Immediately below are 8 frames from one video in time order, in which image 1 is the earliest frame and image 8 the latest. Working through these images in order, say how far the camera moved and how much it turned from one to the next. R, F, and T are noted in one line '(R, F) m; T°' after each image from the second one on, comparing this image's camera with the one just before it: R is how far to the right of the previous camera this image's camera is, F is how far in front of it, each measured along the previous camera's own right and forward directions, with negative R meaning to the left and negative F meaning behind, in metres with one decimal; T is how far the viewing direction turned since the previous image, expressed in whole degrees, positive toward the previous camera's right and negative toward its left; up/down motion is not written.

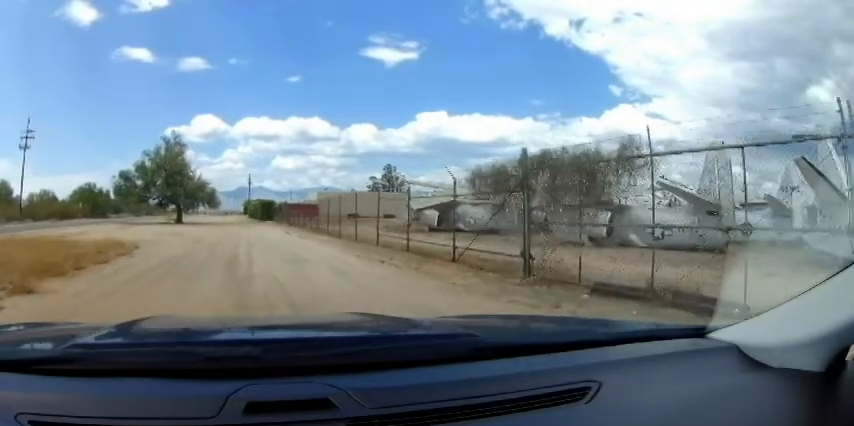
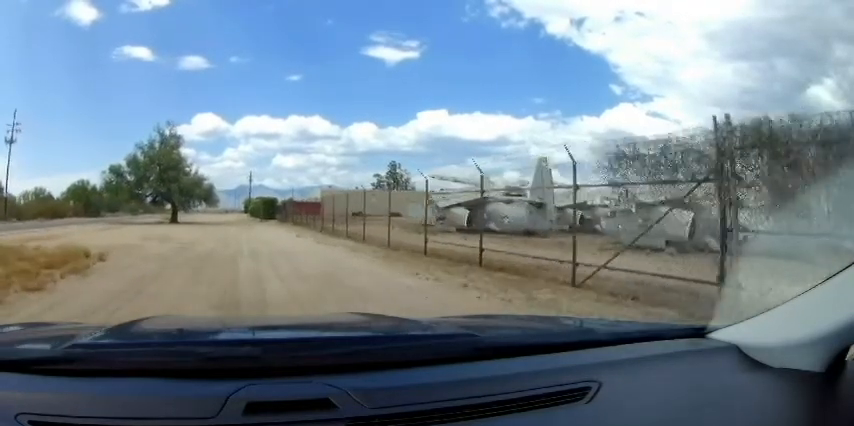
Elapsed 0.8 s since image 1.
(0.0, +2.6) m; 0°
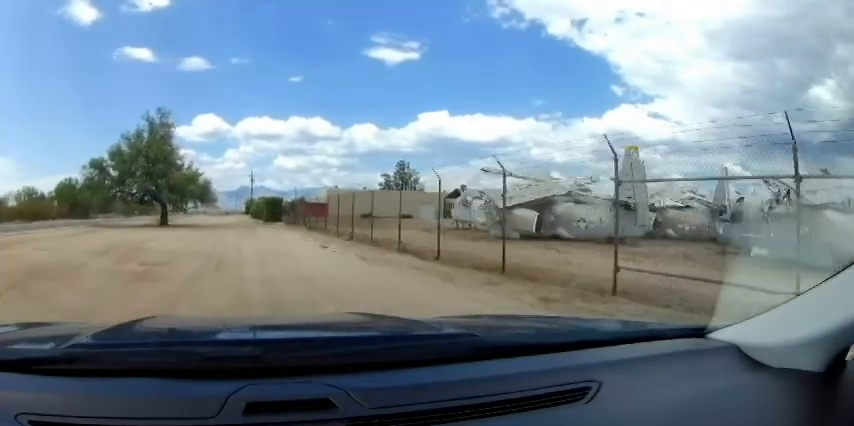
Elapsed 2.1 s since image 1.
(0.0, +4.3) m; 0°
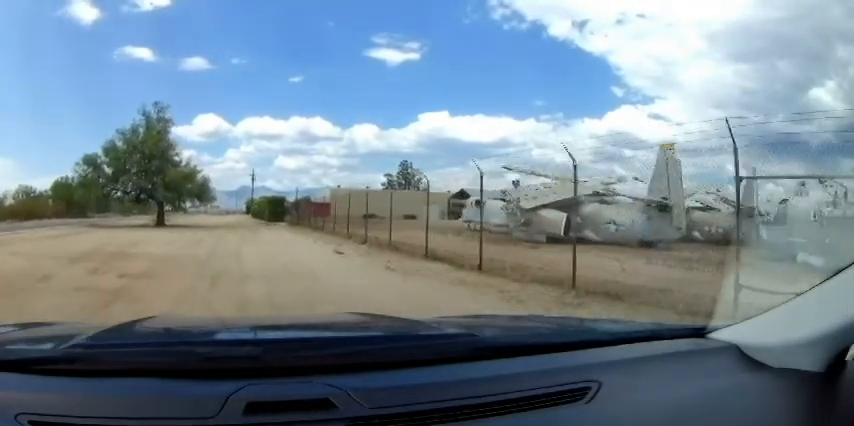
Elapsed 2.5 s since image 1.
(0.0, +1.3) m; 0°
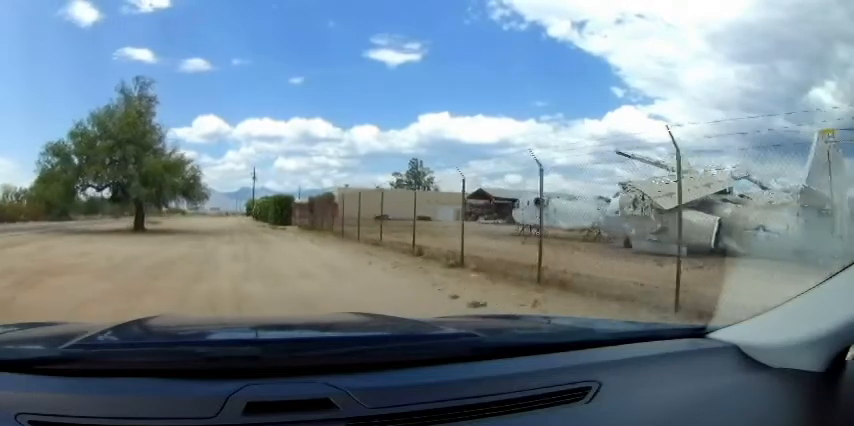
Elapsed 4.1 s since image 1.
(+0.2, +5.0) m; +2°
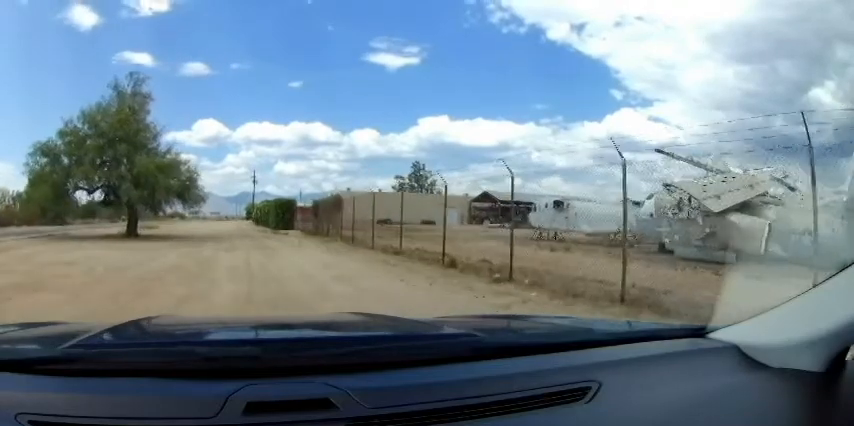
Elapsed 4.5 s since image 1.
(0.0, +1.3) m; 0°
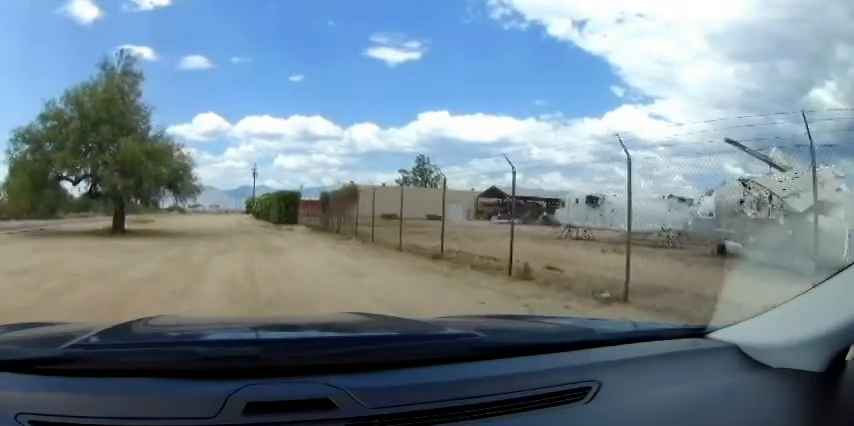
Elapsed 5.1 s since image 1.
(-0.1, +1.9) m; -1°
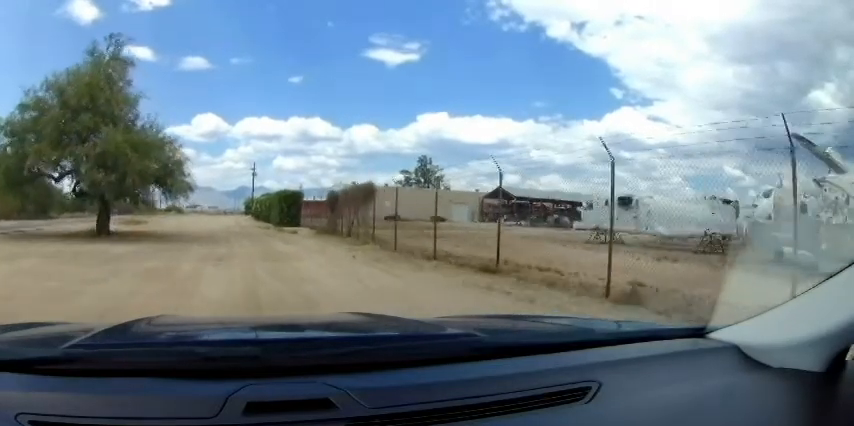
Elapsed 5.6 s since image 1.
(0.0, +1.7) m; -1°
